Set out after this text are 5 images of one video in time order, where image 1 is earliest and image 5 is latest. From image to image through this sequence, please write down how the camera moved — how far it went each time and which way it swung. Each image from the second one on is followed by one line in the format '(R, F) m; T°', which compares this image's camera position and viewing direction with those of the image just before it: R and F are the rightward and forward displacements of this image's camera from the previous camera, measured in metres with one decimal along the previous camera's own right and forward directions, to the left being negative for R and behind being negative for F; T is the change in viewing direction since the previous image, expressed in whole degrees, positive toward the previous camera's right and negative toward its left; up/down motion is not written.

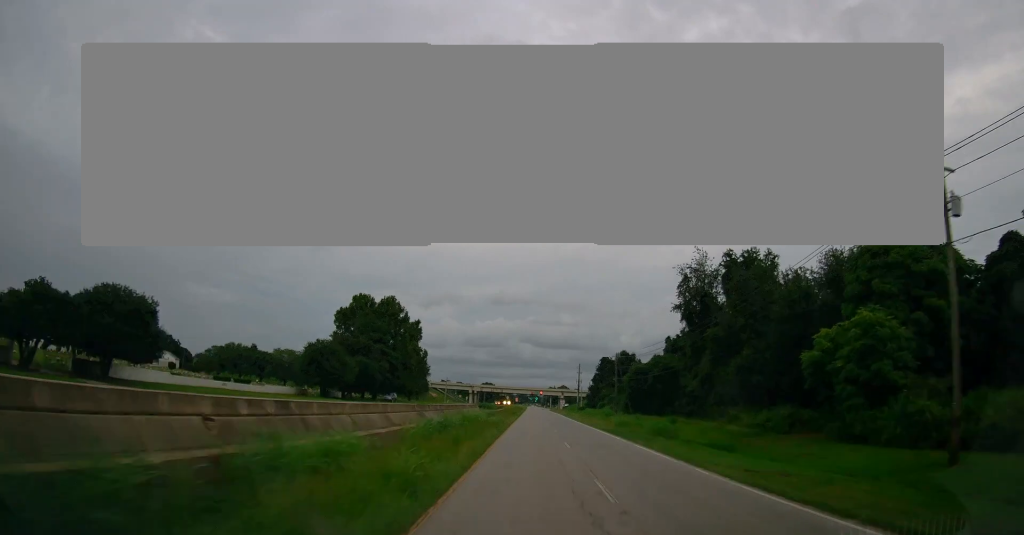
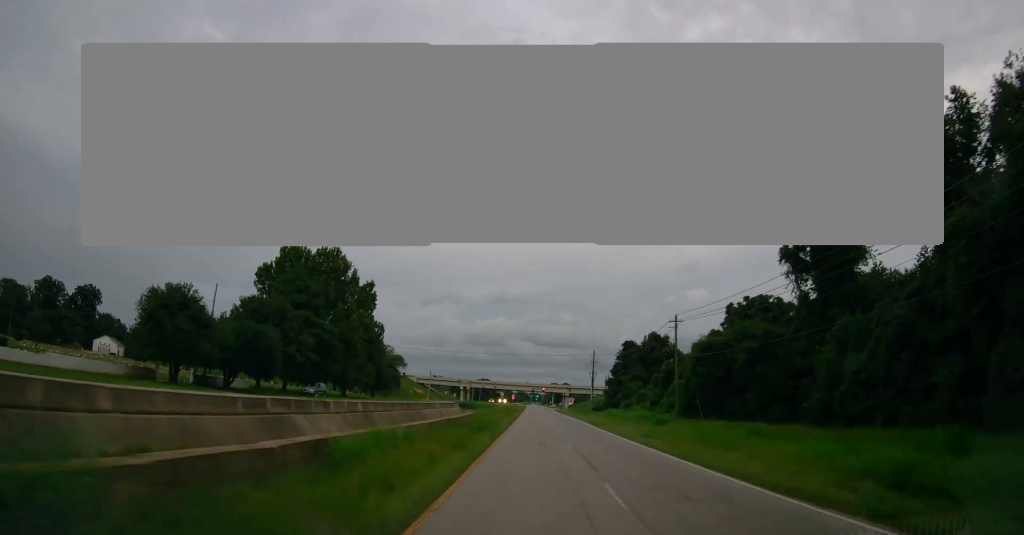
(+0.3, +38.4) m; +1°
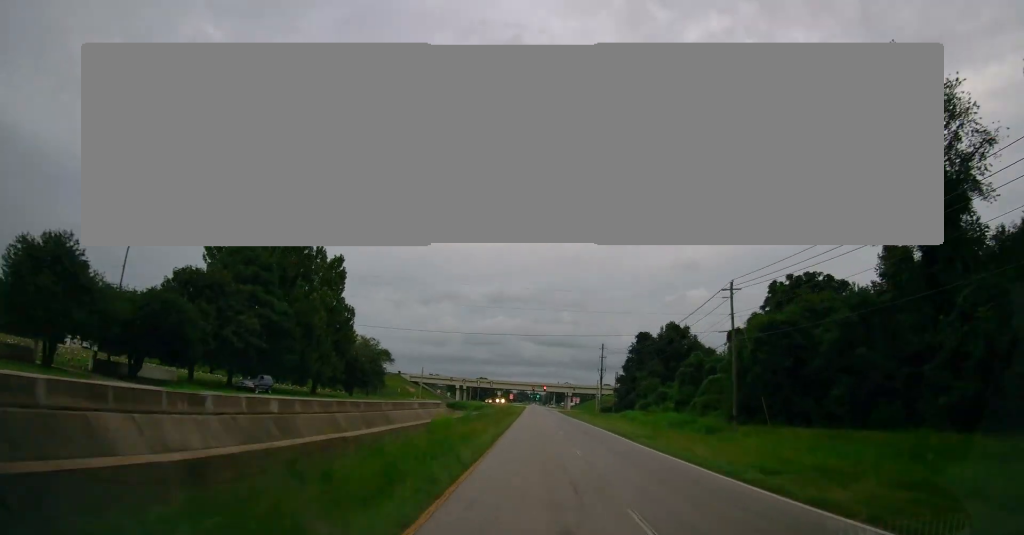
(0.0, +14.8) m; 0°
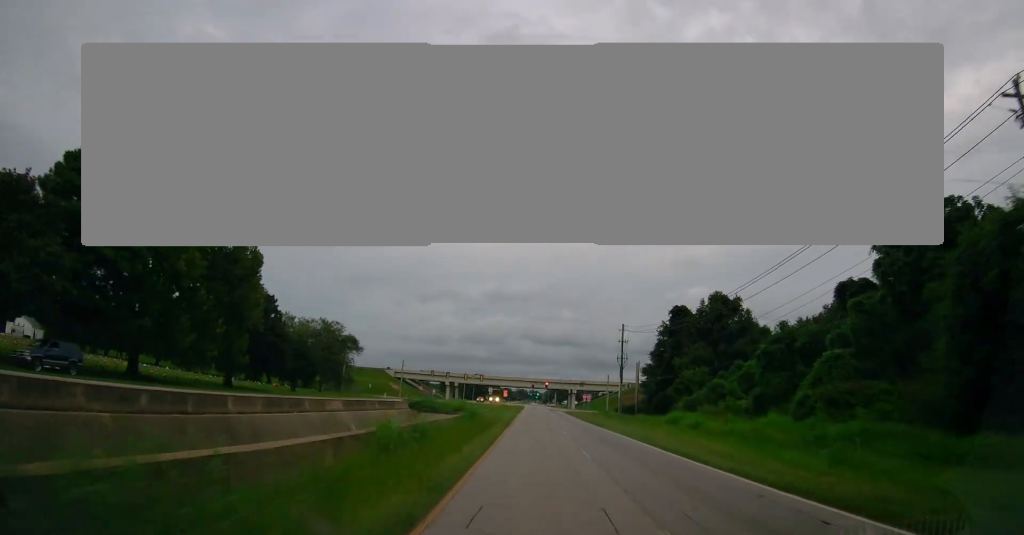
(-0.1, +27.4) m; 0°
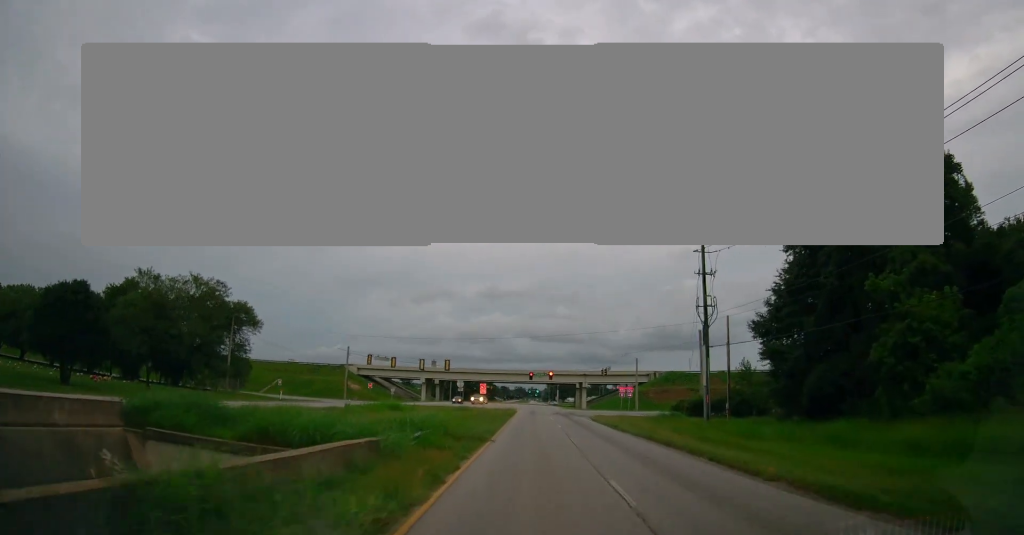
(0.0, +46.4) m; 0°
